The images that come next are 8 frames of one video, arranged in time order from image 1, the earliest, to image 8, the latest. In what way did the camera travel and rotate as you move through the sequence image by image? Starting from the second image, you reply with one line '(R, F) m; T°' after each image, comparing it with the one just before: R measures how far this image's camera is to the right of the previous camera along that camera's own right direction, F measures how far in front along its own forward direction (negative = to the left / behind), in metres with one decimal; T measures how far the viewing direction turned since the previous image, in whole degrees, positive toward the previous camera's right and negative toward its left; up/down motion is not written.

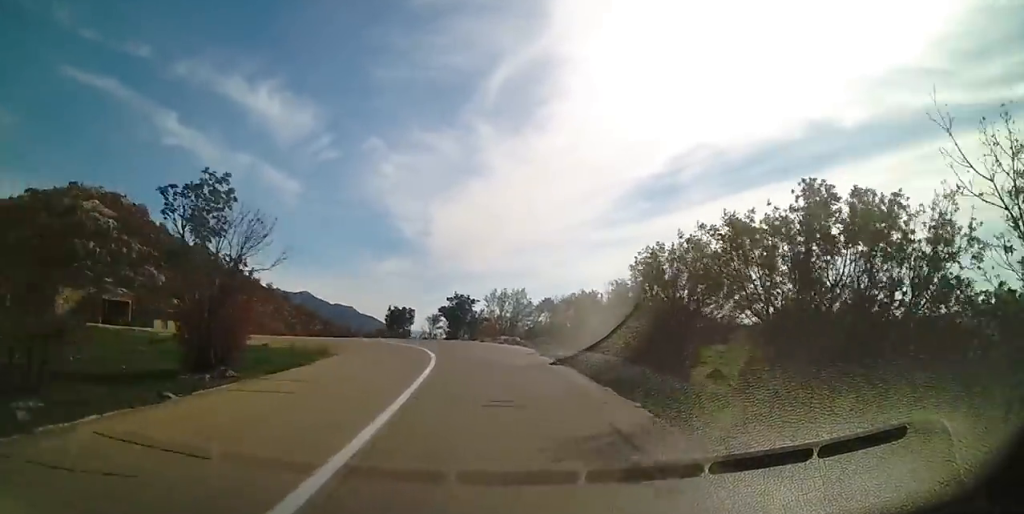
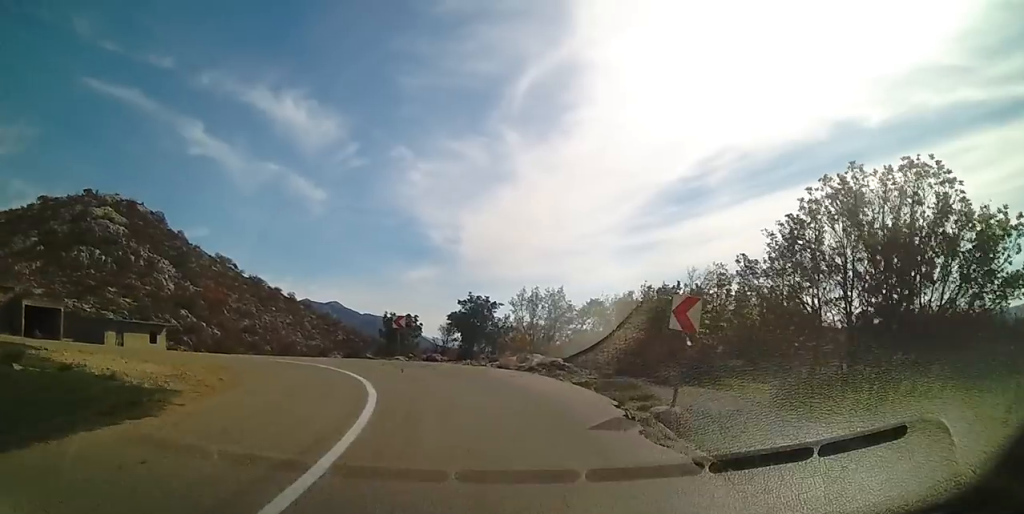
(-0.1, +11.1) m; -5°
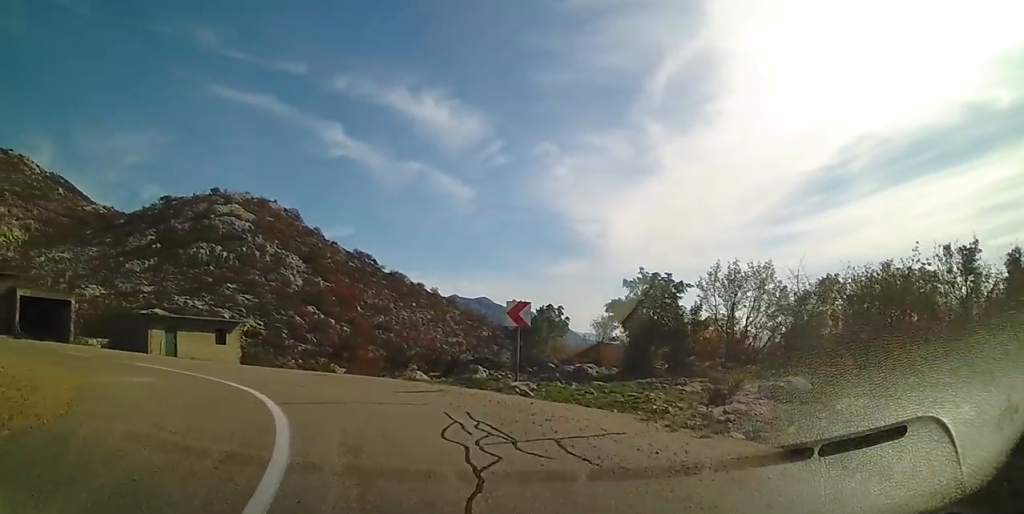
(-1.6, +11.4) m; -17°
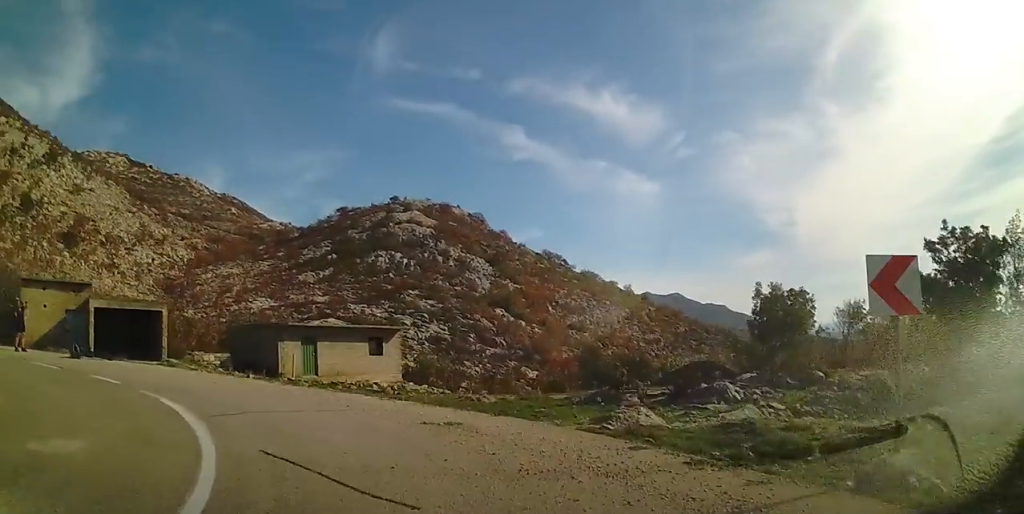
(-1.1, +7.5) m; -27°
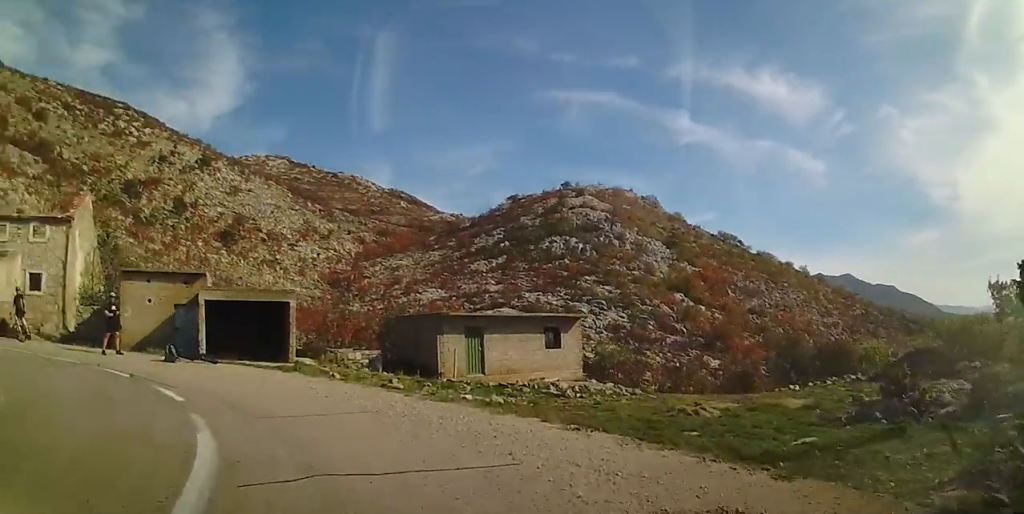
(-0.6, +3.7) m; -23°
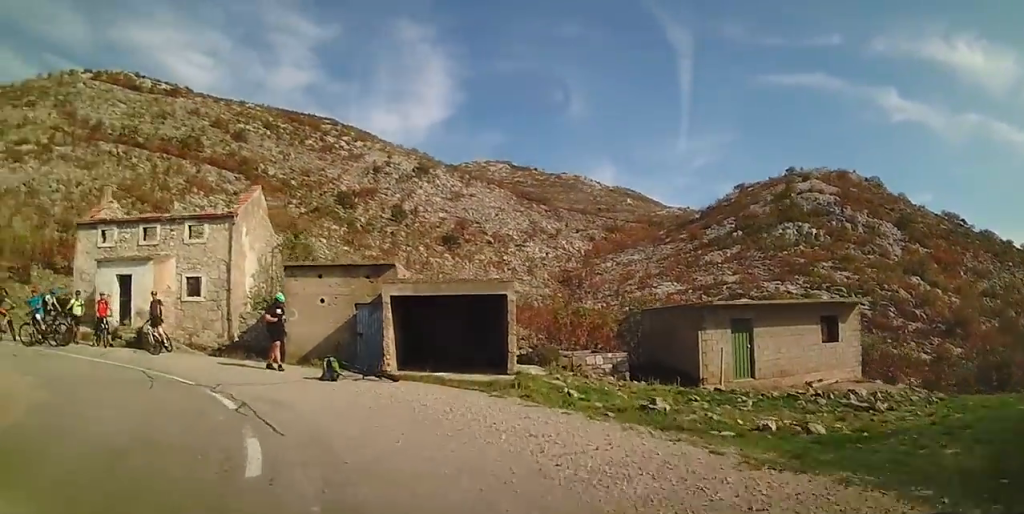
(-1.6, +4.2) m; -22°
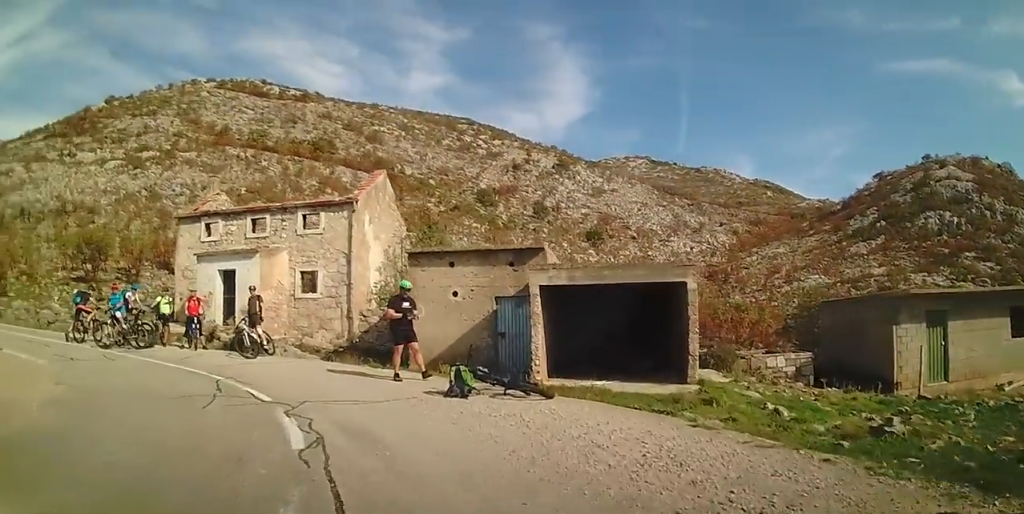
(+0.1, +2.5) m; -5°
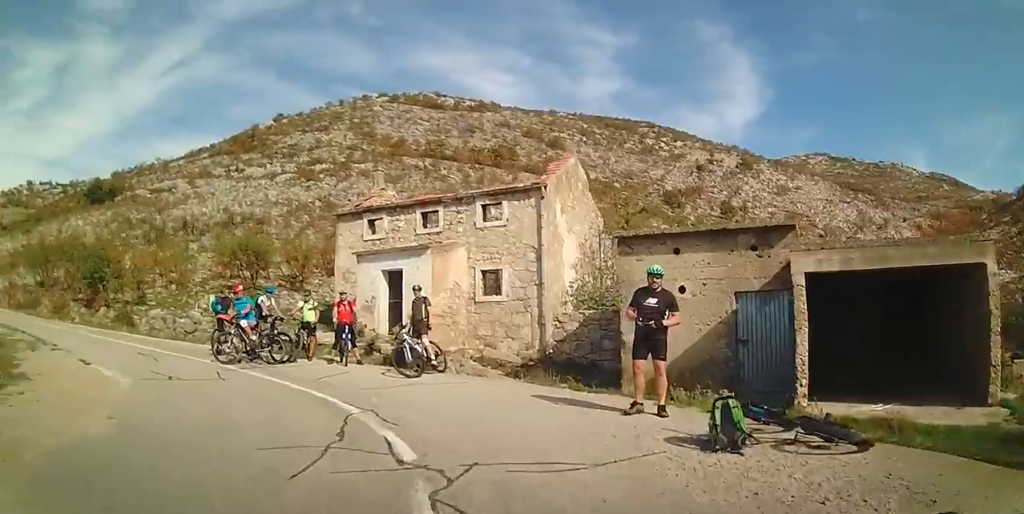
(-0.2, +2.5) m; -22°
